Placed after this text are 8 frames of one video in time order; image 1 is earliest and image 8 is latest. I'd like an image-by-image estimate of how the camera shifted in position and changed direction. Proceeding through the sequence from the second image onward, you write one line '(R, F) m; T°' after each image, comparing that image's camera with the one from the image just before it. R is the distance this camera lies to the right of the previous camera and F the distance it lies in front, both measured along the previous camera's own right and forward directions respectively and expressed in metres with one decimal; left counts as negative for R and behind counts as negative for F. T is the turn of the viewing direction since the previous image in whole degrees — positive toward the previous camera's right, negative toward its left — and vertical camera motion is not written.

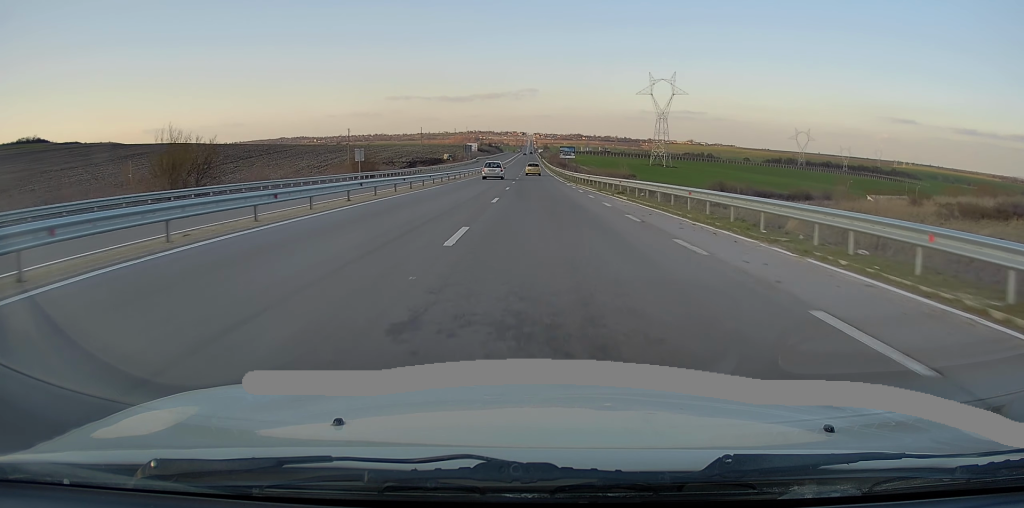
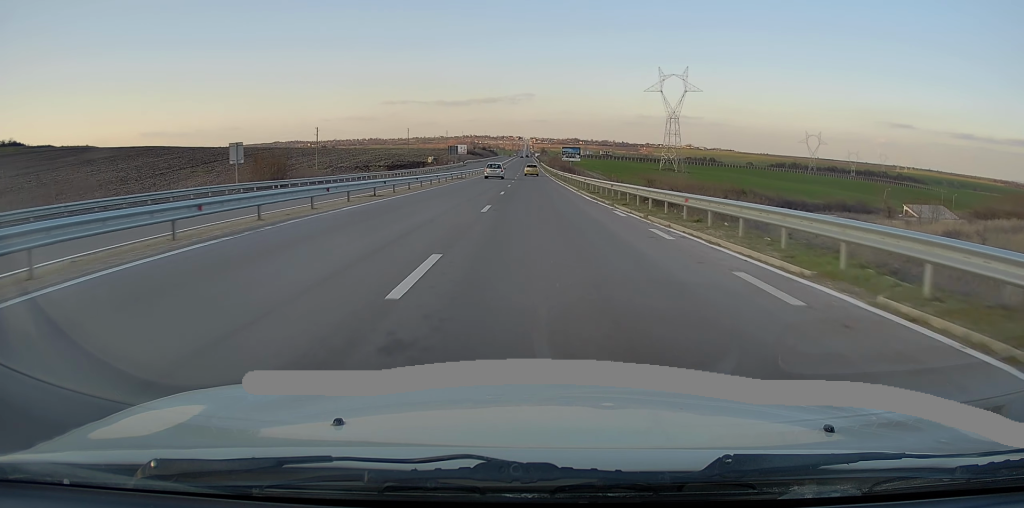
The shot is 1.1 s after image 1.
(-0.2, +27.9) m; 0°
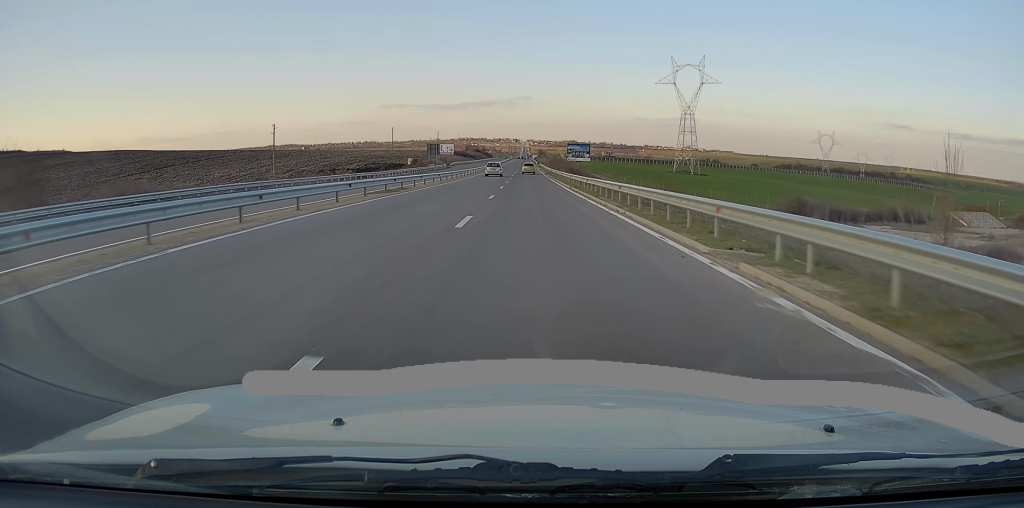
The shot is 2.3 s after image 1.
(+0.3, +28.7) m; 0°
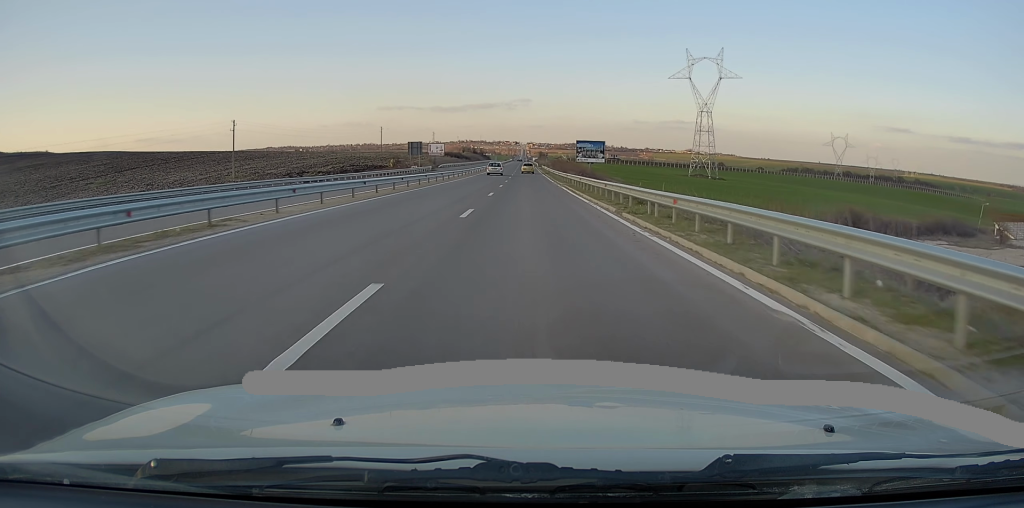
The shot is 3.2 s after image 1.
(-0.1, +21.4) m; 0°
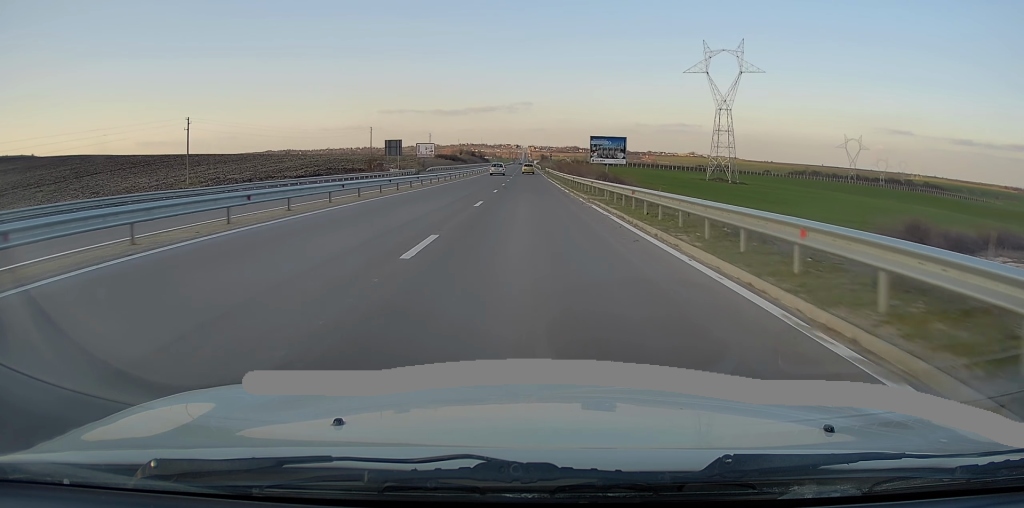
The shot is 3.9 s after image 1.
(+0.1, +18.9) m; 0°
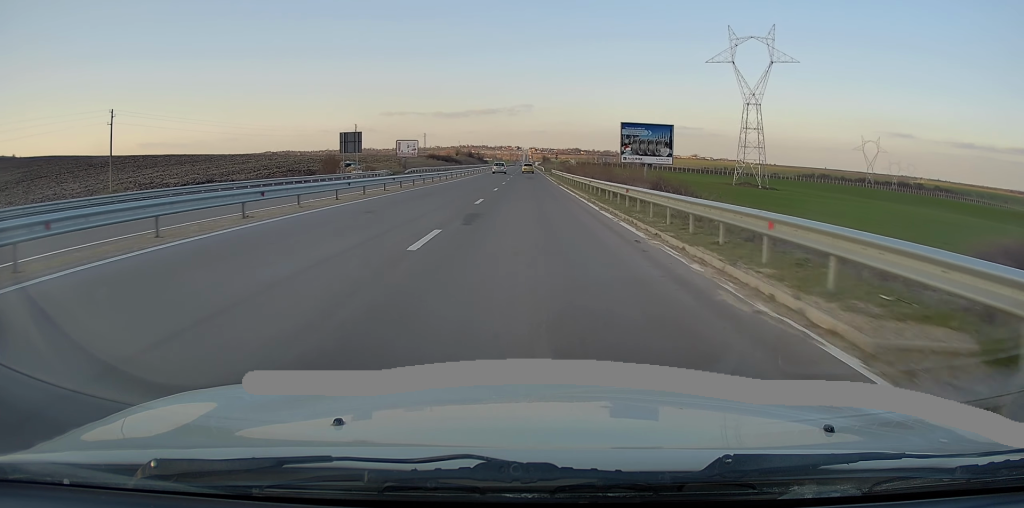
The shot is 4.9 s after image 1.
(-0.1, +23.0) m; 0°
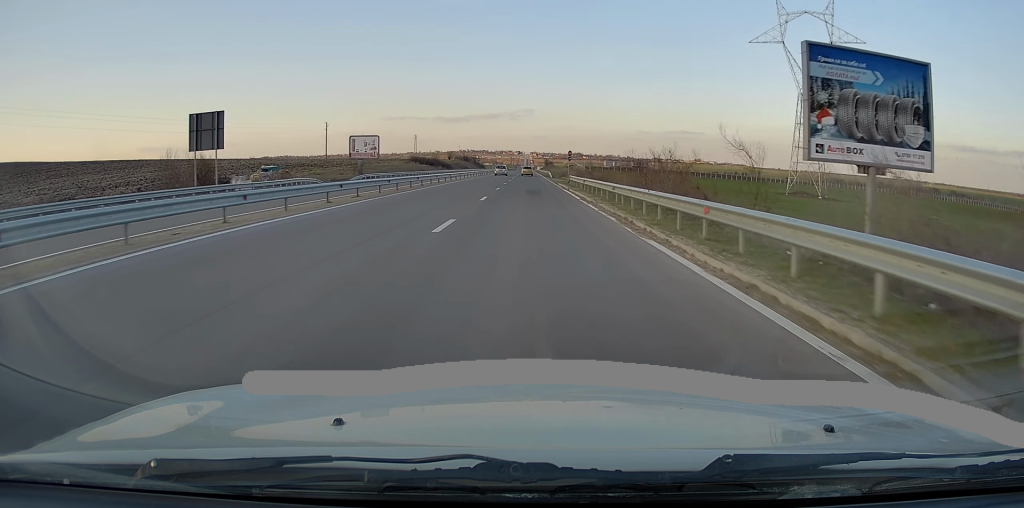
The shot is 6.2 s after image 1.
(+0.1, +33.0) m; 0°
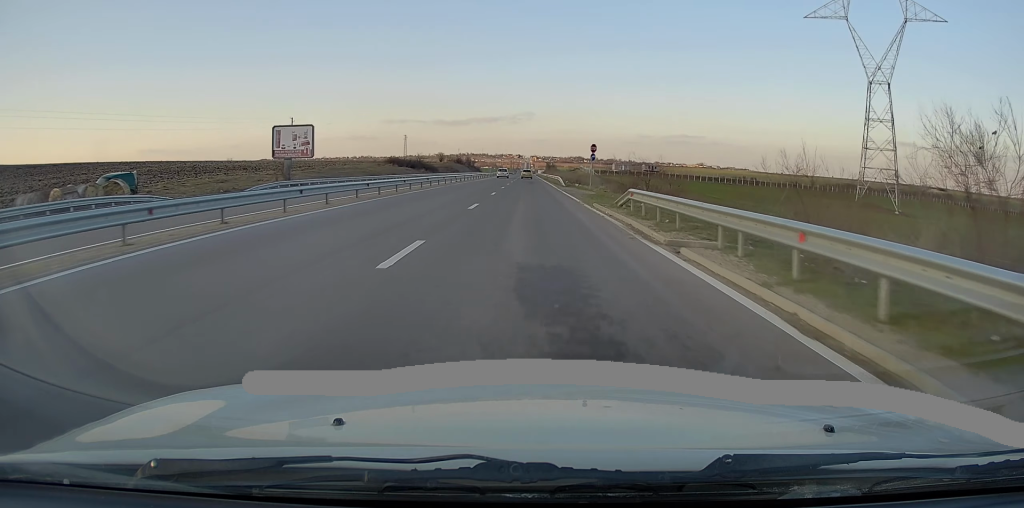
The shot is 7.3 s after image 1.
(+0.1, +28.0) m; 0°
